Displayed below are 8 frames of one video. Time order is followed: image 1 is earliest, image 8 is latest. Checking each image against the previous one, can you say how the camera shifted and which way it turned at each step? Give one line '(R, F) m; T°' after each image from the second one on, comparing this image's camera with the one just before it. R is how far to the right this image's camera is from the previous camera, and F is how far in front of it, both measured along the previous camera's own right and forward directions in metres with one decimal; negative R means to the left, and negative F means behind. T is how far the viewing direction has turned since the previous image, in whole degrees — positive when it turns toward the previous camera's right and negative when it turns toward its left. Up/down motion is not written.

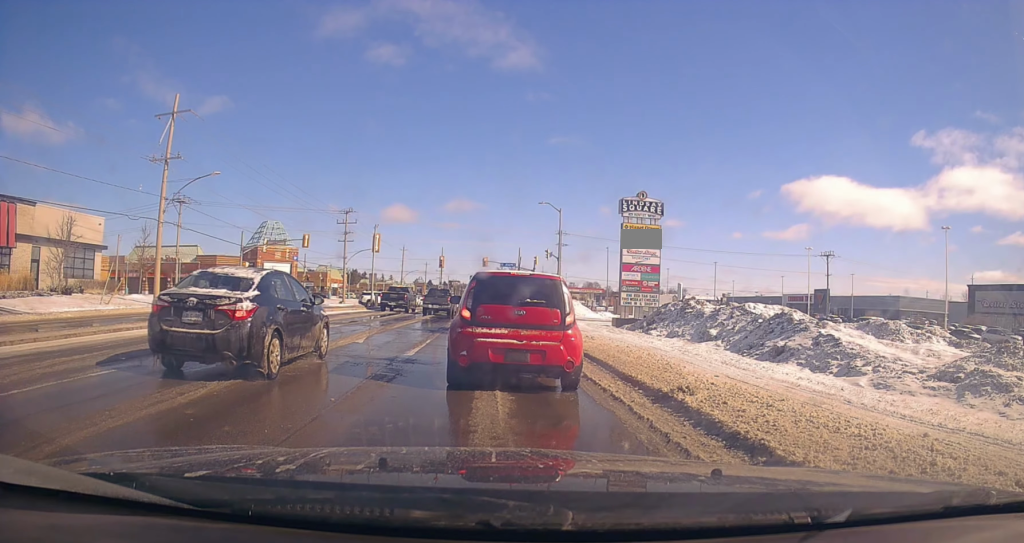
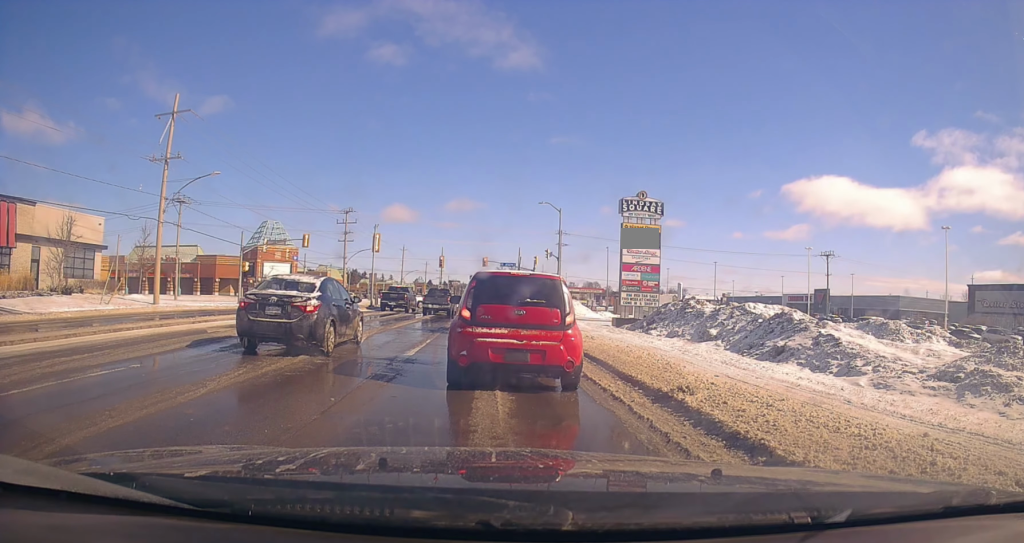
(0.0, 0.0) m; 0°
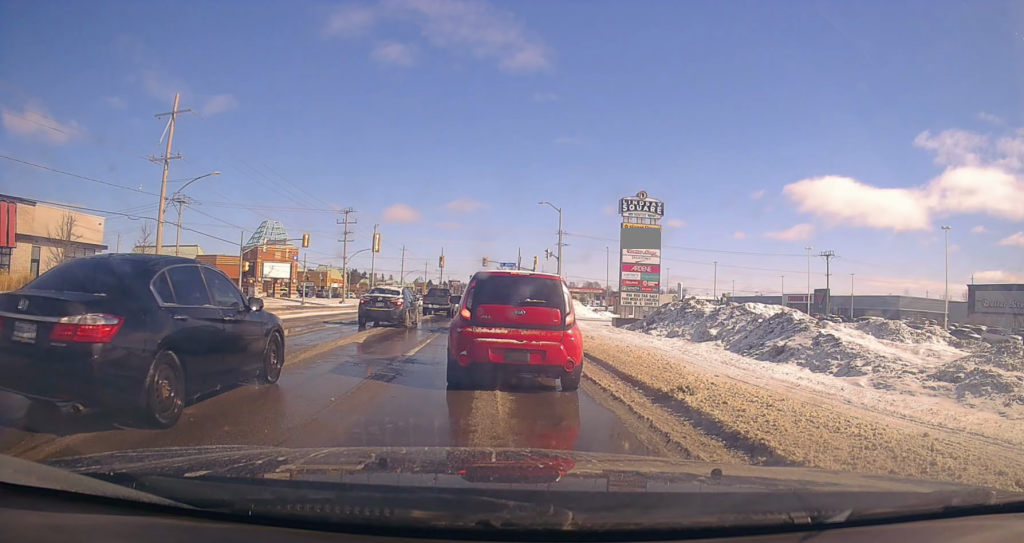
(0.0, 0.0) m; 0°
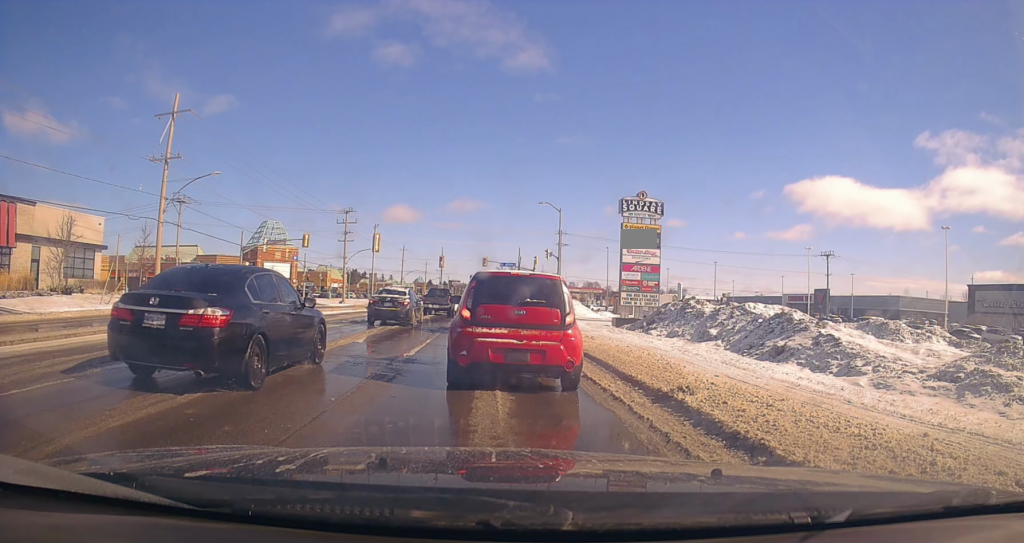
(0.0, 0.0) m; 0°
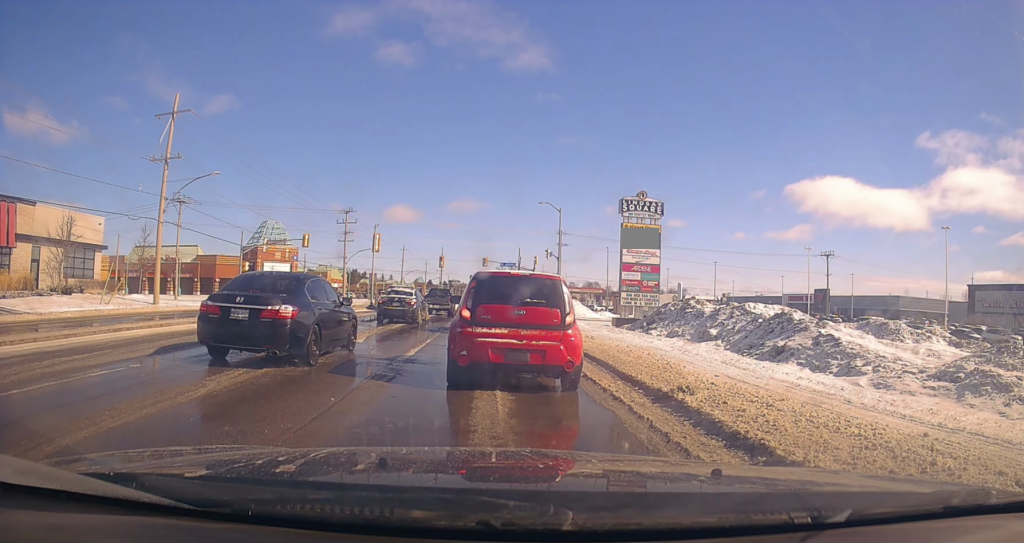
(0.0, 0.0) m; 0°
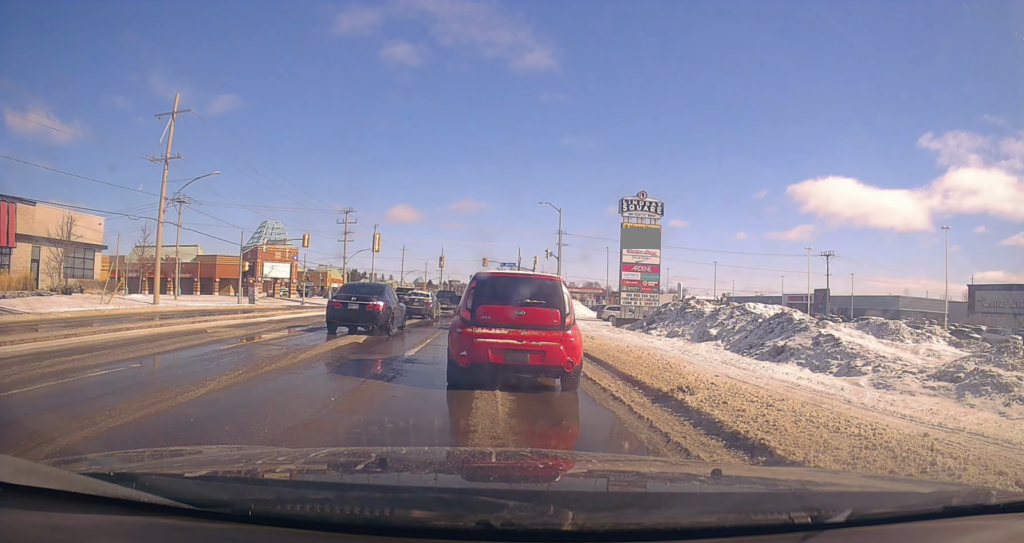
(0.0, 0.0) m; 0°
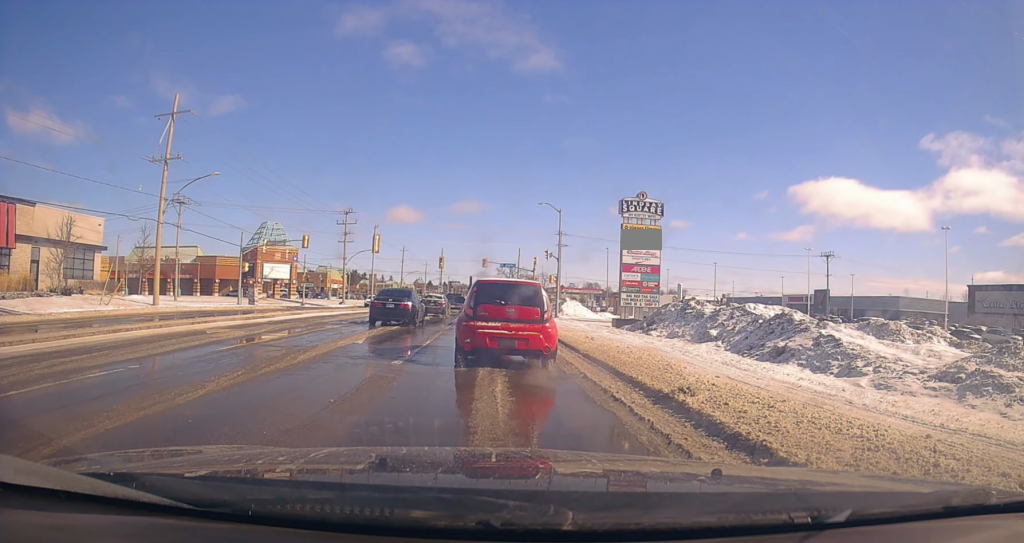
(0.0, 0.0) m; 0°
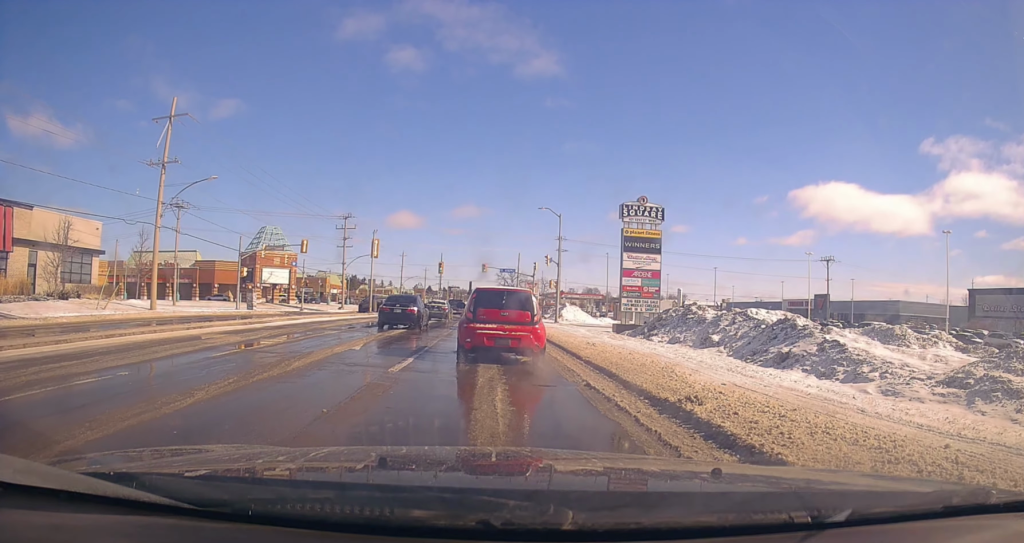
(0.0, +0.1) m; +2°
